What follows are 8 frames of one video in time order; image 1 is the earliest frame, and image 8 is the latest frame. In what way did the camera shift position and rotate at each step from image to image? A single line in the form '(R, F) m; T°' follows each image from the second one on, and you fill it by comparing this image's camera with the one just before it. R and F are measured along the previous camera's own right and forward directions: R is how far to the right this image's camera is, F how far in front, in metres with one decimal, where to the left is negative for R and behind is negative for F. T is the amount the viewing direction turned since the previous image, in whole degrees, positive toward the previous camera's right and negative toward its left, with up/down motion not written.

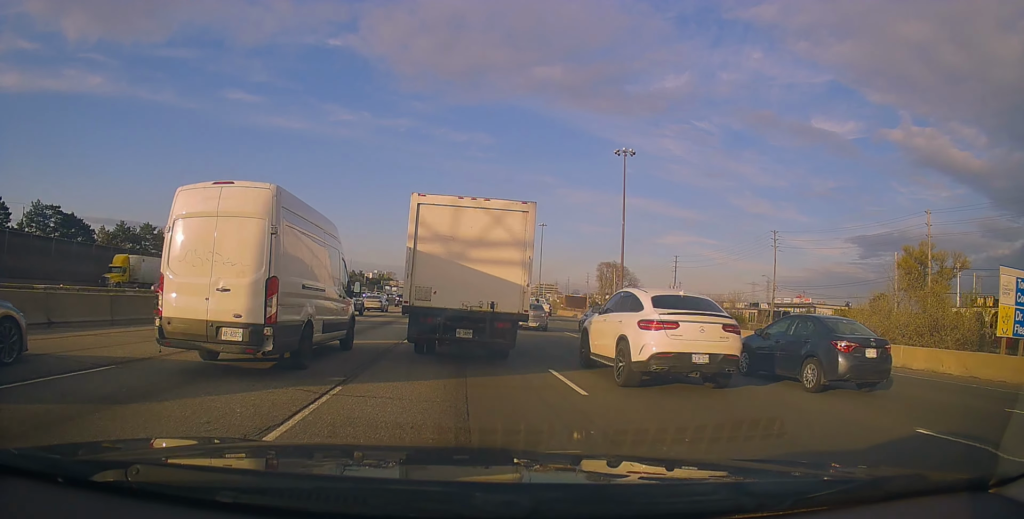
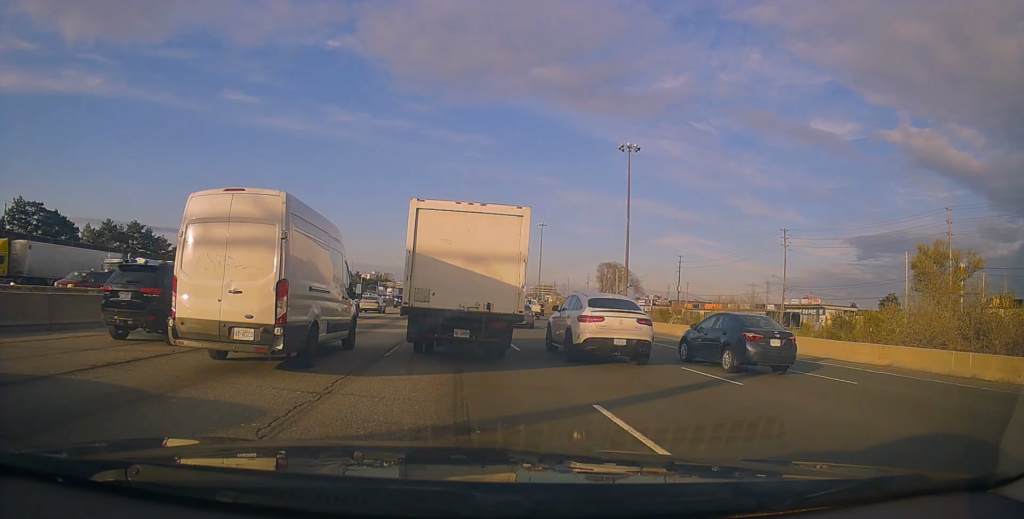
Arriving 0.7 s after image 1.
(+0.2, +3.8) m; +2°
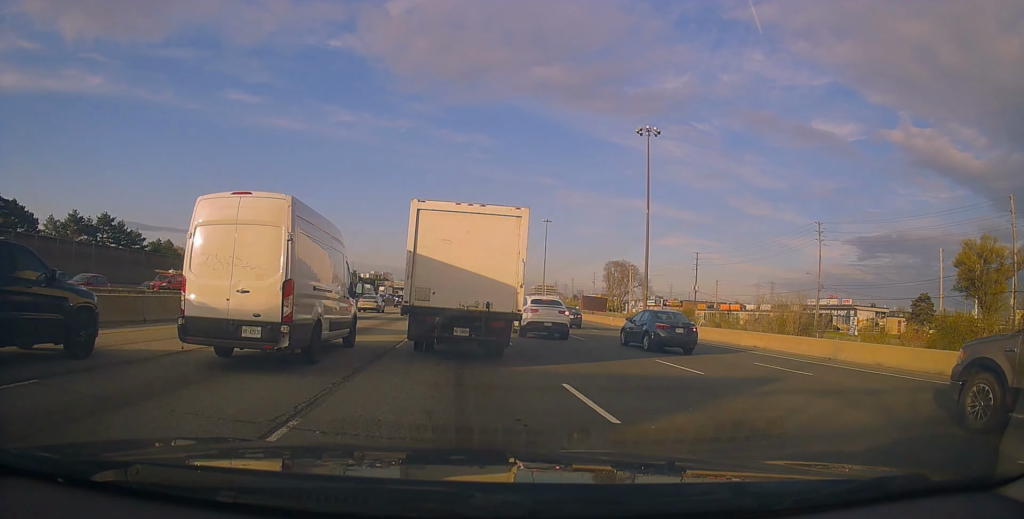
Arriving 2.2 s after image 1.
(-0.1, +9.7) m; -3°
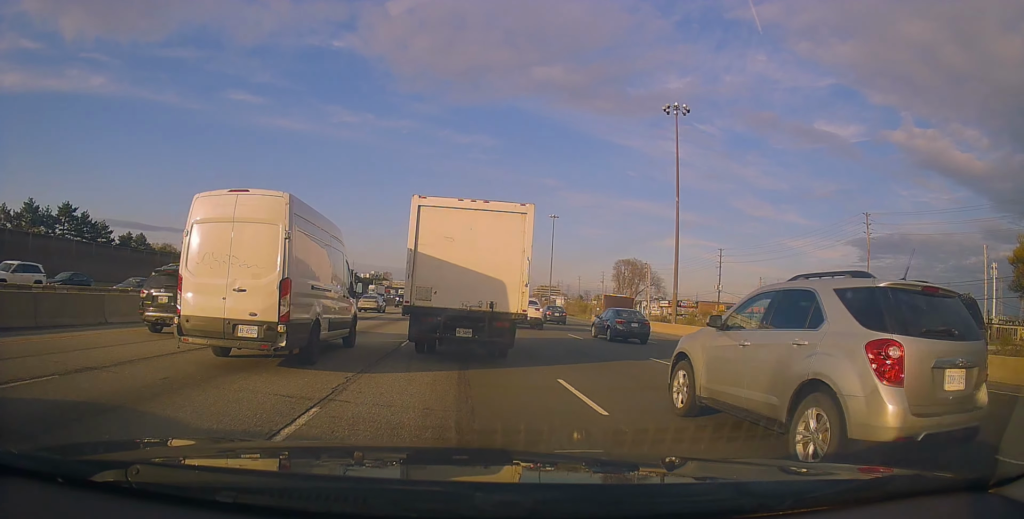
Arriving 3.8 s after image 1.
(-0.4, +11.6) m; +2°
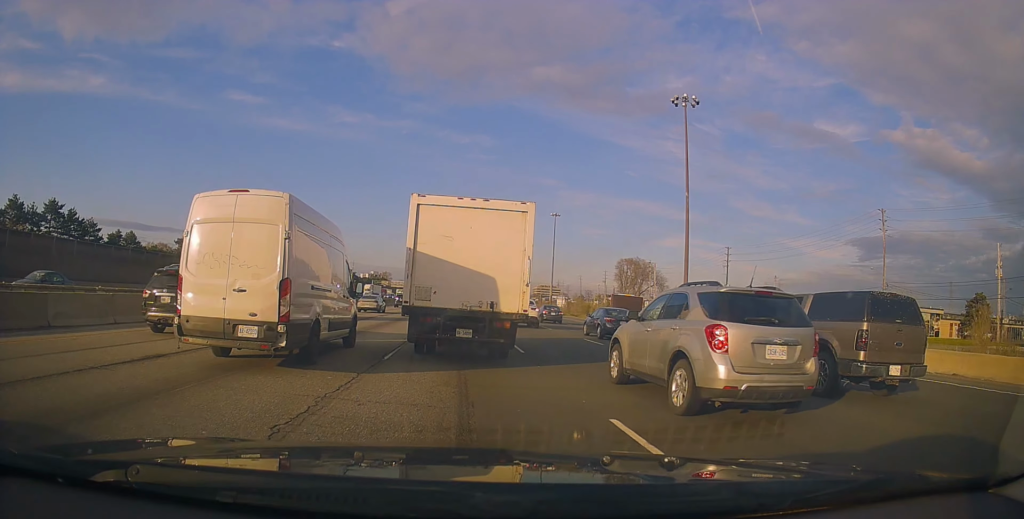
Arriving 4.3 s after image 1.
(+0.2, +3.8) m; 0°
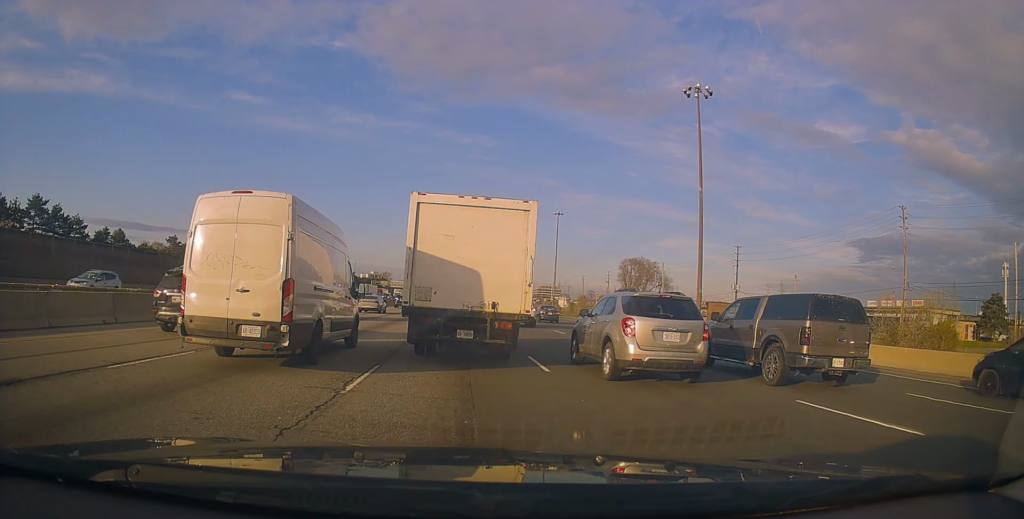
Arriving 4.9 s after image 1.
(+0.4, +4.2) m; -1°
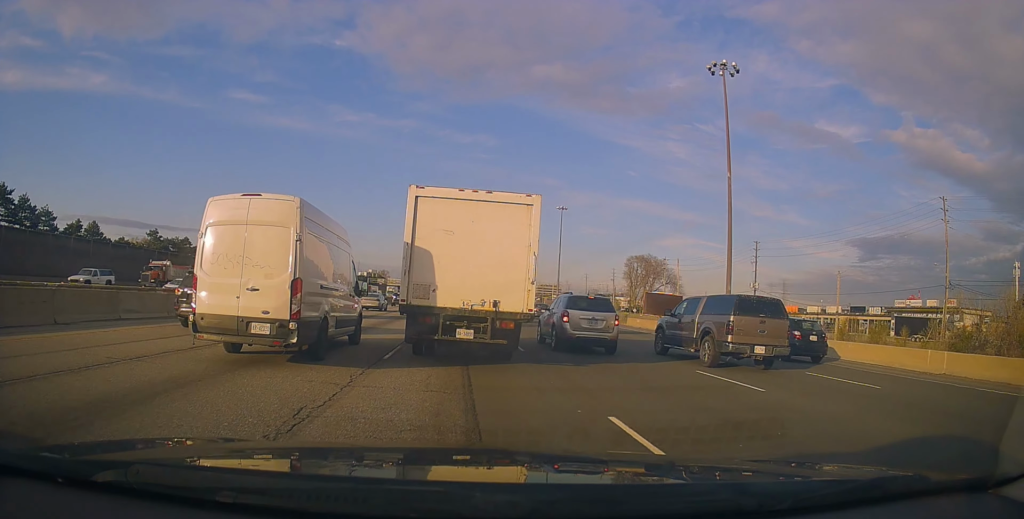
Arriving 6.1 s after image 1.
(-0.9, +8.4) m; -2°
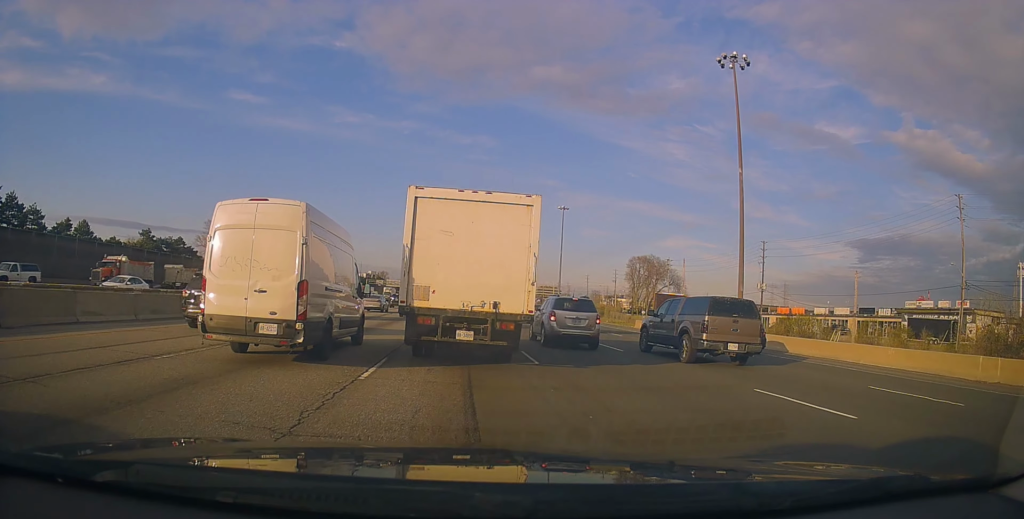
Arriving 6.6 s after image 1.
(+0.2, +3.0) m; +2°
